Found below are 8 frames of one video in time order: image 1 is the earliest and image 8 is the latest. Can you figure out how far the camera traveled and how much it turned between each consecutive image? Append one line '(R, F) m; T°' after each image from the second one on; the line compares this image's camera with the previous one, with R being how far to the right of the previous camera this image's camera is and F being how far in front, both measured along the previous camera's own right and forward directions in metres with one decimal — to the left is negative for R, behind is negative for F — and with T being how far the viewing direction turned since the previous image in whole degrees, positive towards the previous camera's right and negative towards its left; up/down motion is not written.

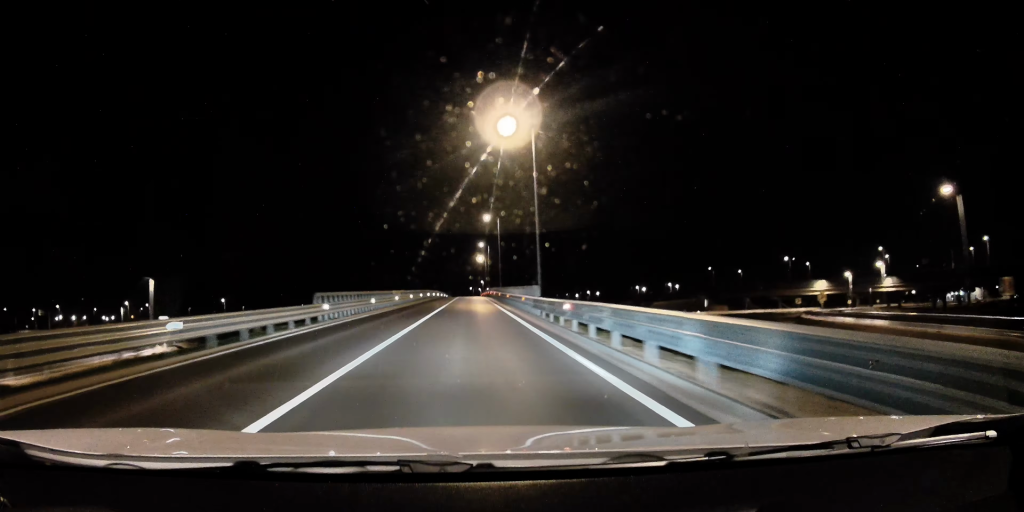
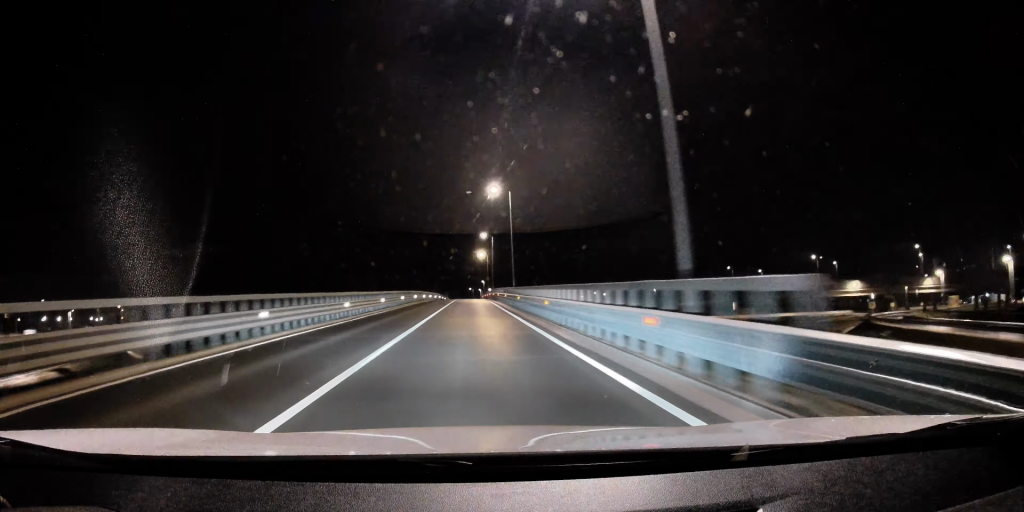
(-0.2, +20.0) m; -2°
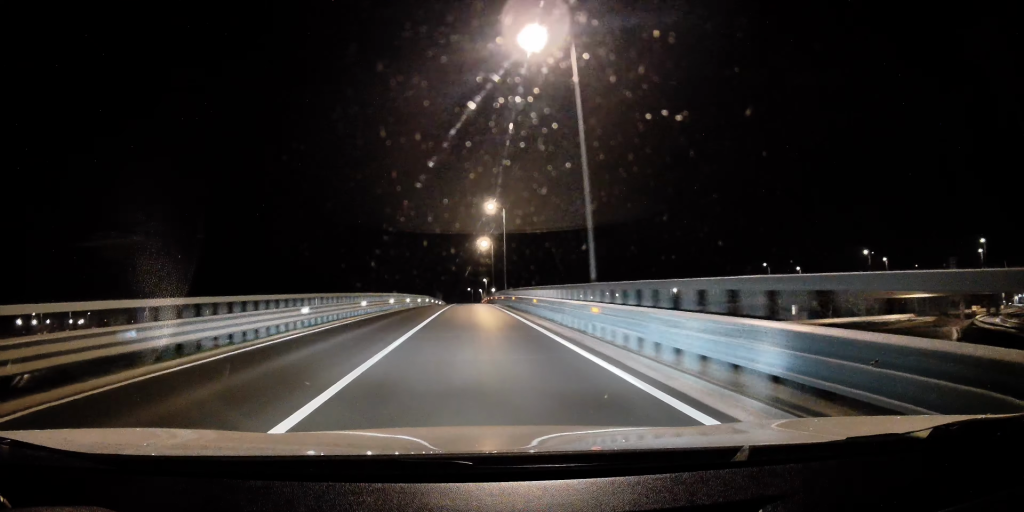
(-0.6, +31.4) m; -1°
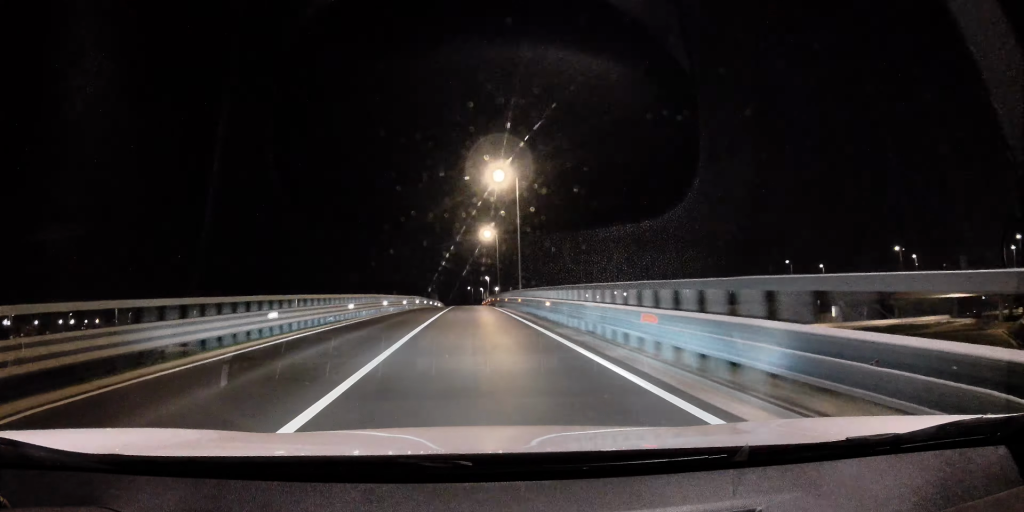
(0.0, +15.7) m; +1°
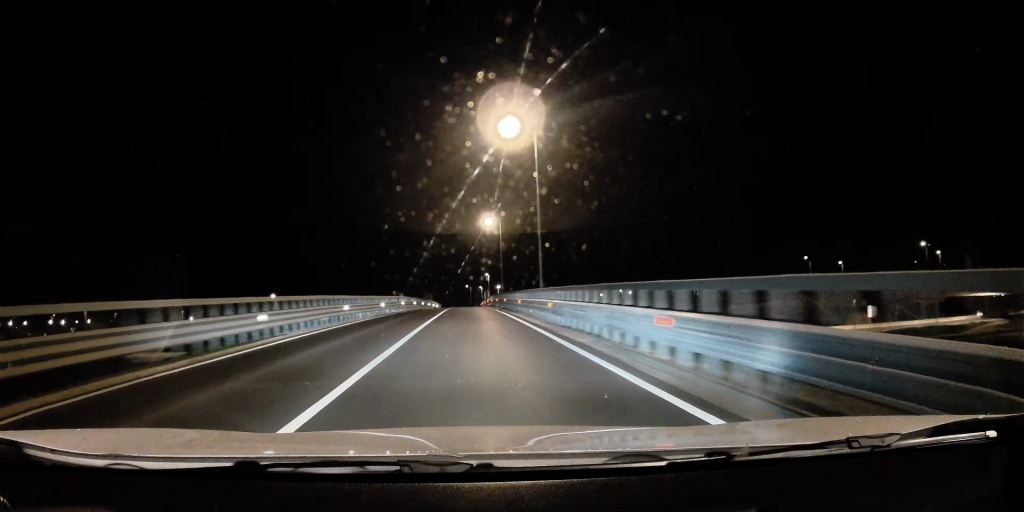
(+0.1, +12.9) m; +1°
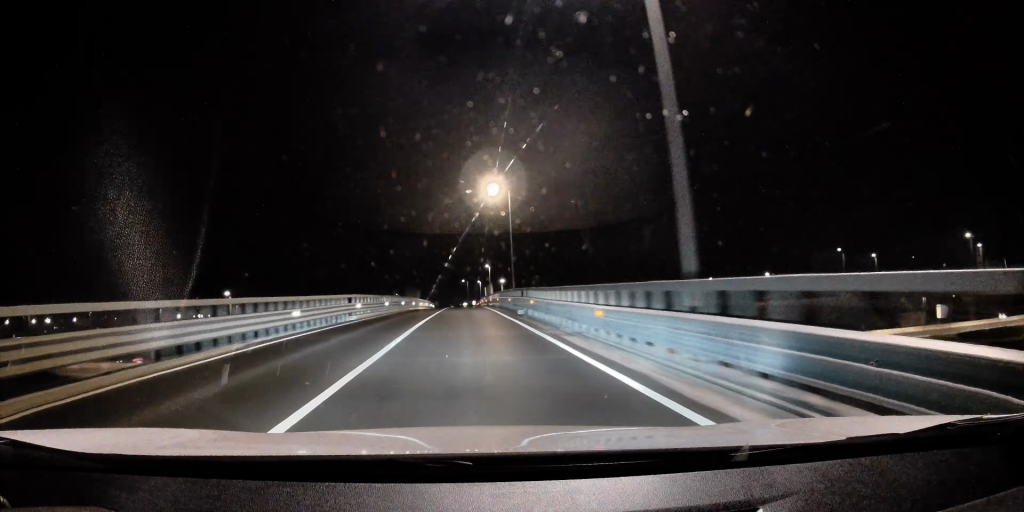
(+0.4, +20.4) m; +1°
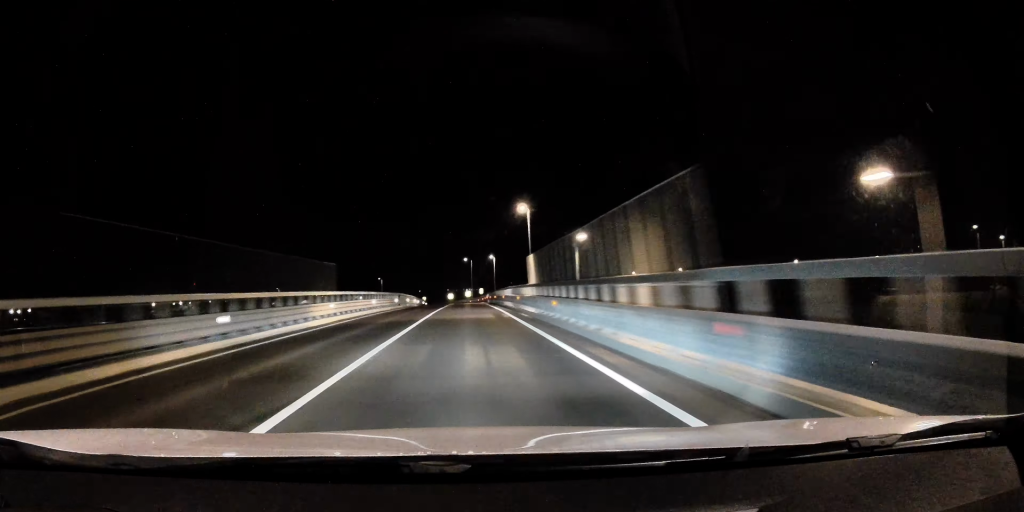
(-0.6, +54.7) m; -1°
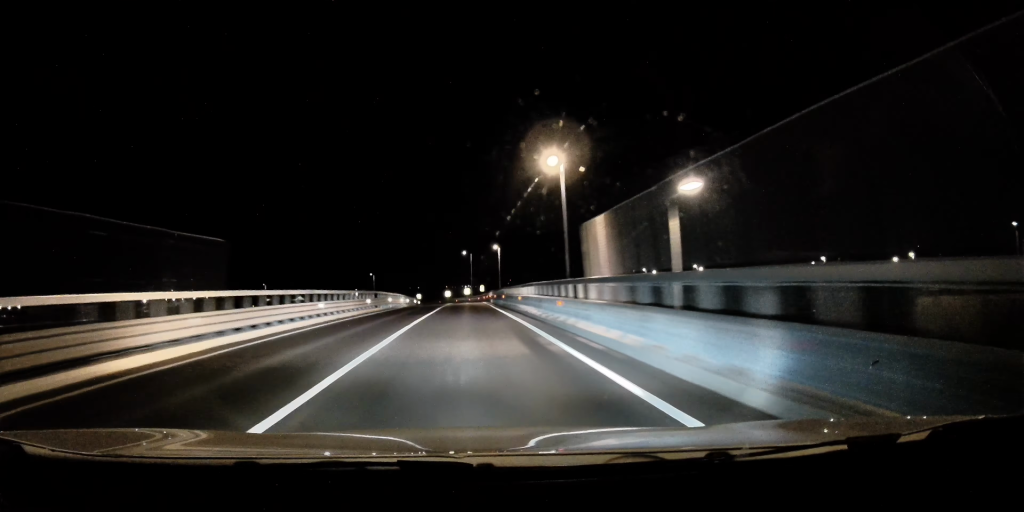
(0.0, +13.5) m; 0°
